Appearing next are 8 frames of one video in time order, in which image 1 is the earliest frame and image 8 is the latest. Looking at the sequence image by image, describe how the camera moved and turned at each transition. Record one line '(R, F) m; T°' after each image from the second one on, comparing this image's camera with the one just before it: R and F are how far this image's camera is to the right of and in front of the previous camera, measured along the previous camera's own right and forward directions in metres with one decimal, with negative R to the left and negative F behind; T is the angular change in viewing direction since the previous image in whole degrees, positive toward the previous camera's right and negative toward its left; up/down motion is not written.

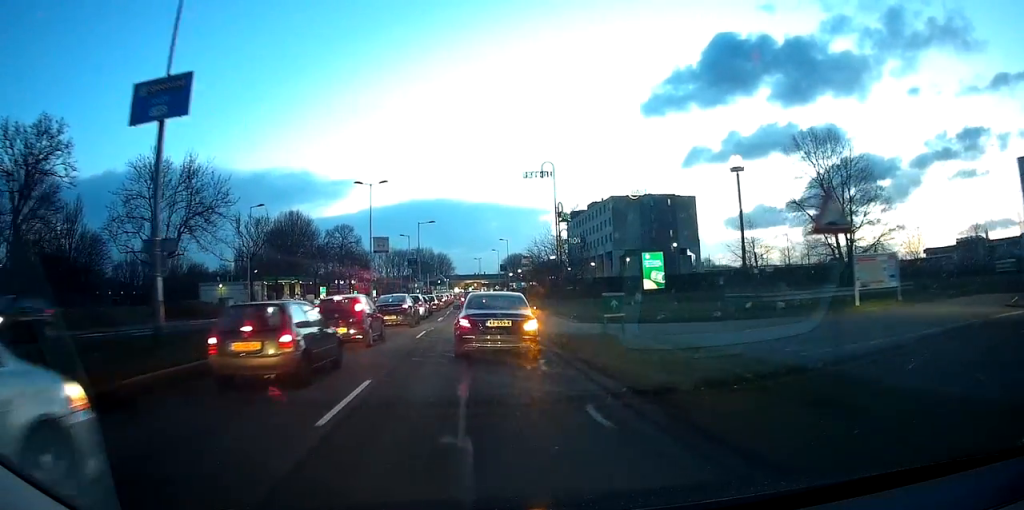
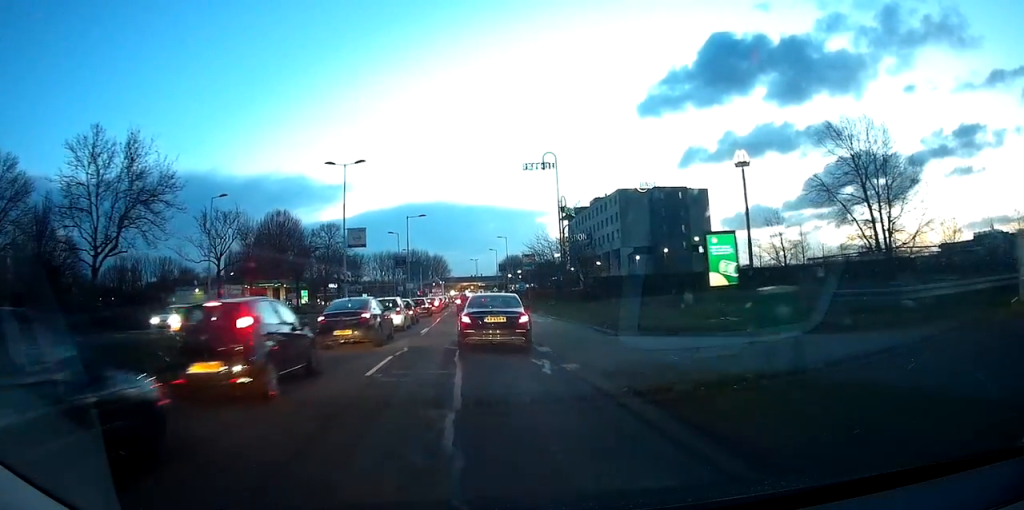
(+0.4, +8.5) m; +1°
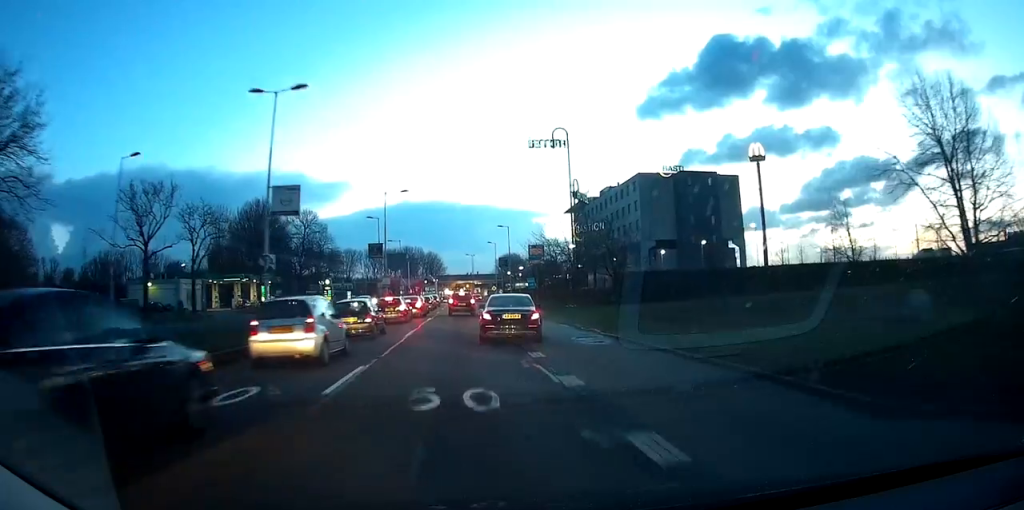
(-0.4, +14.4) m; -1°
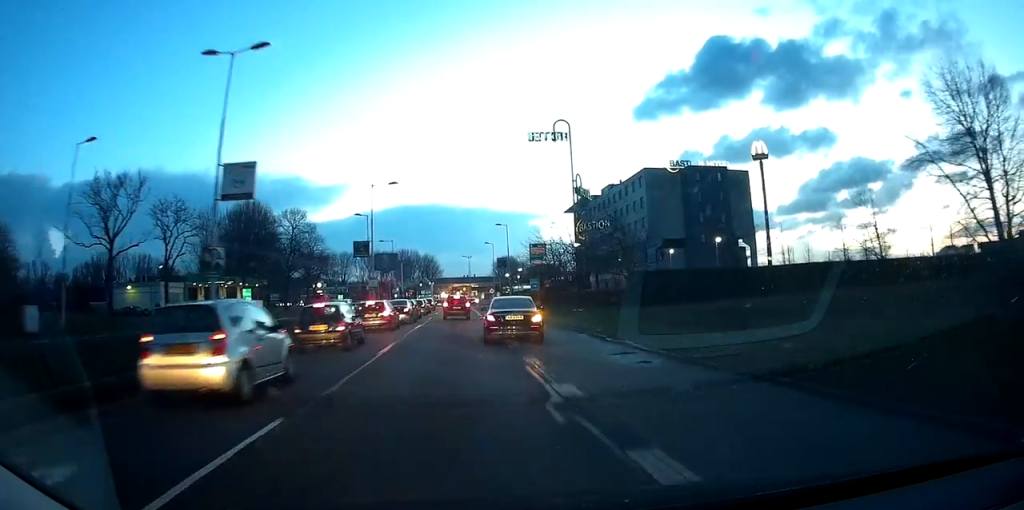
(-0.1, +4.9) m; +1°
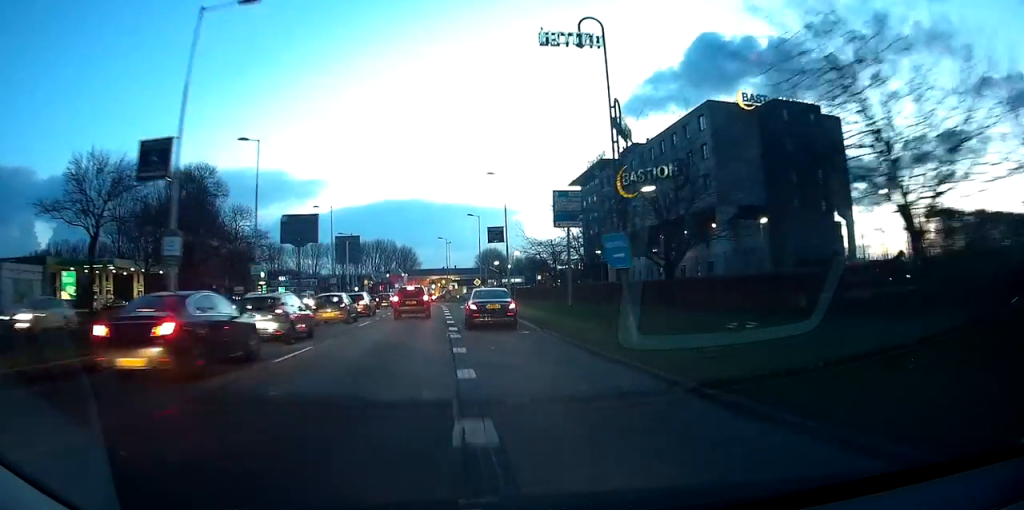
(-0.3, +28.7) m; 0°
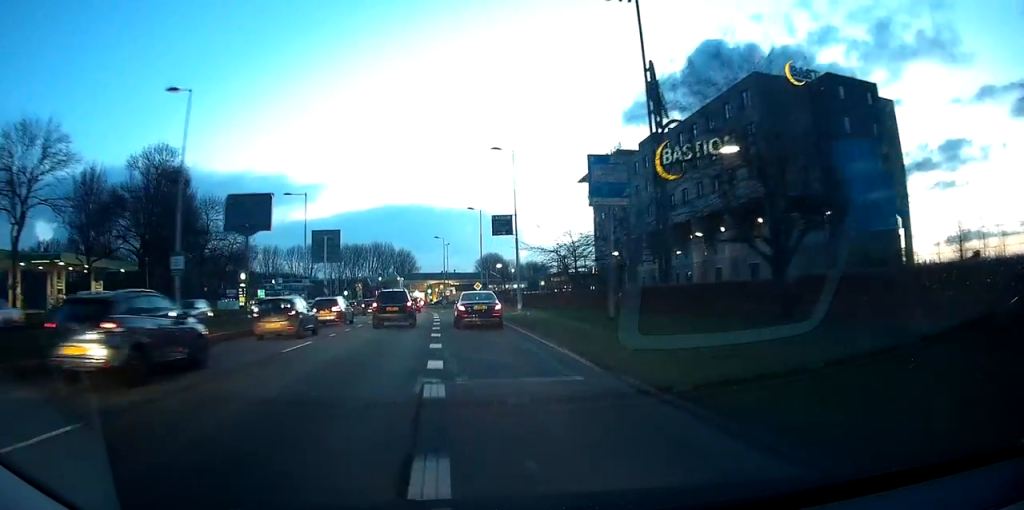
(+0.6, +9.8) m; +1°
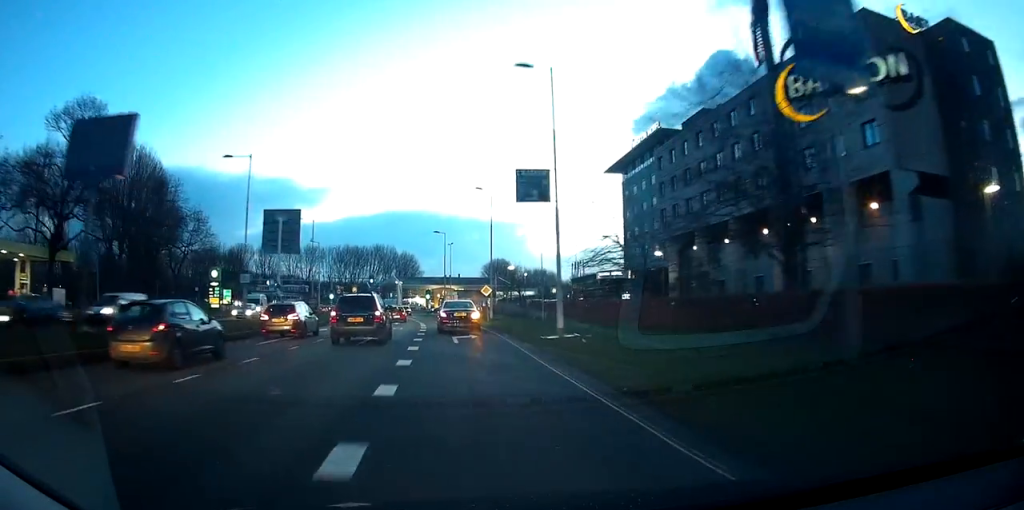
(-0.3, +14.9) m; -2°
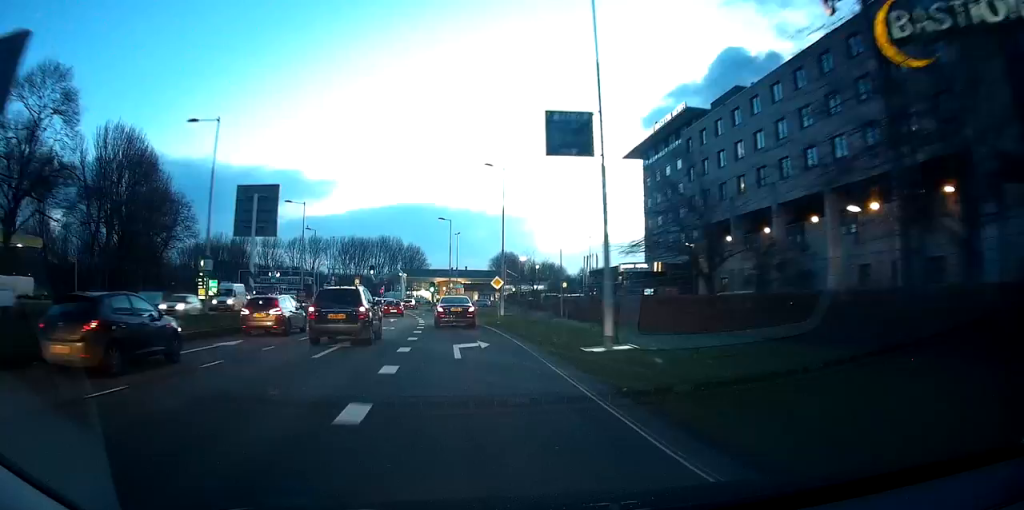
(0.0, +6.3) m; -1°
